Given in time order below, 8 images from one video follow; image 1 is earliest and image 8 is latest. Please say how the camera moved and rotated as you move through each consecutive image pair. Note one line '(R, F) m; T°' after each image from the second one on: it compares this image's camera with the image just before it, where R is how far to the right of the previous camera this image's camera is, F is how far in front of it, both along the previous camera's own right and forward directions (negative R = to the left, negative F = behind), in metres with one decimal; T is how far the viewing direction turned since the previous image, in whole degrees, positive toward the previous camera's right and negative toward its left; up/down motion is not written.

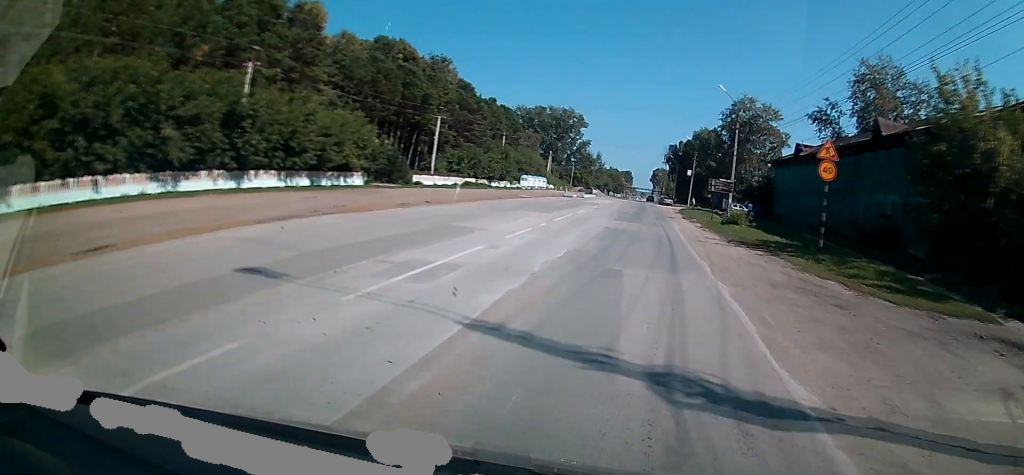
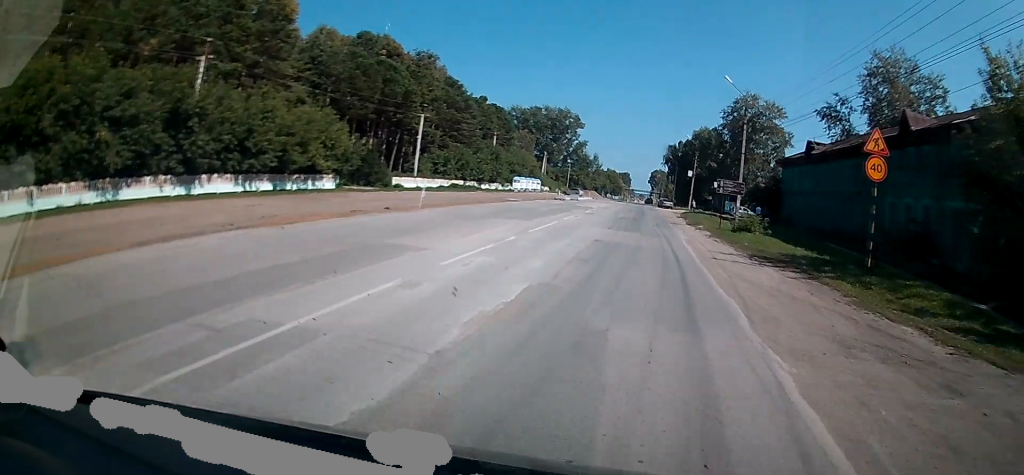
(0.0, +4.7) m; 0°
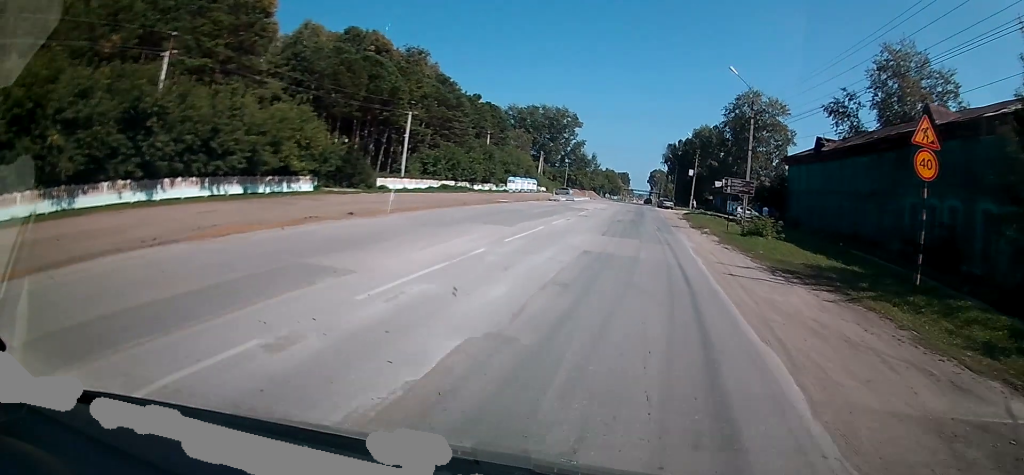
(0.0, +3.2) m; 0°
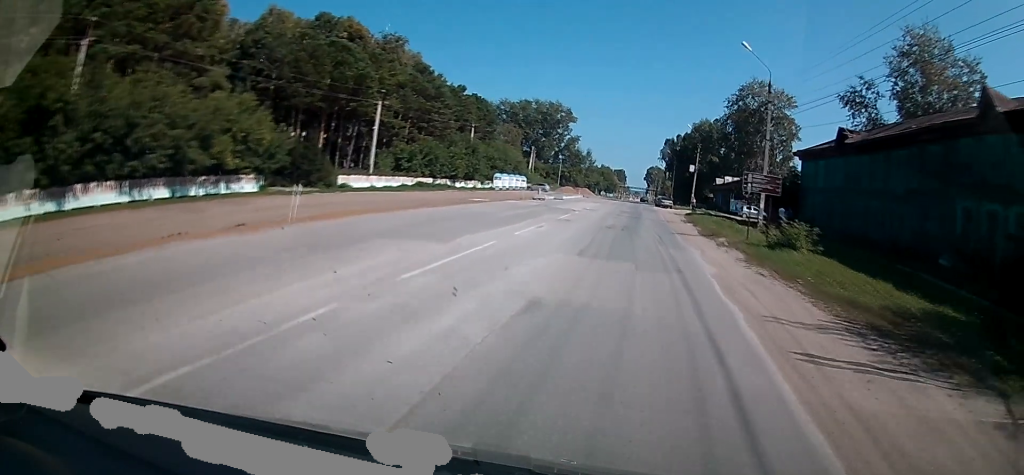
(0.0, +6.6) m; +1°
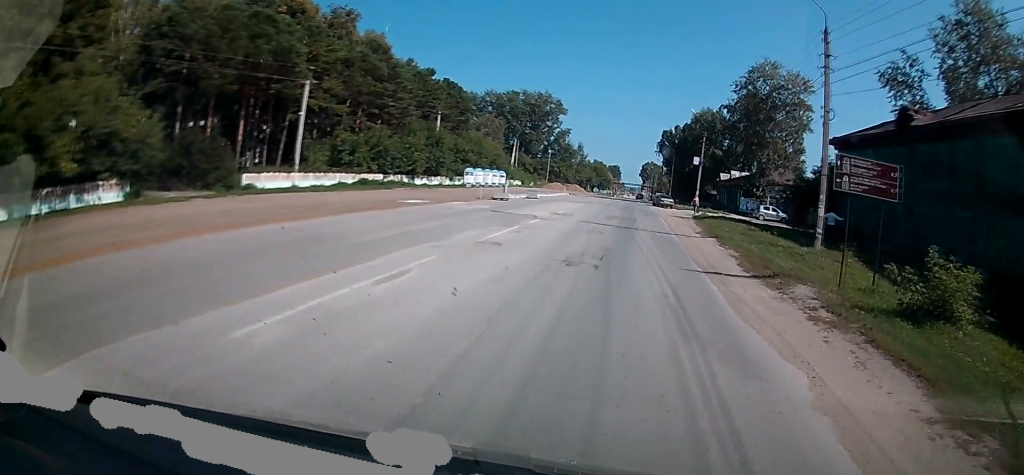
(+0.1, +11.8) m; 0°
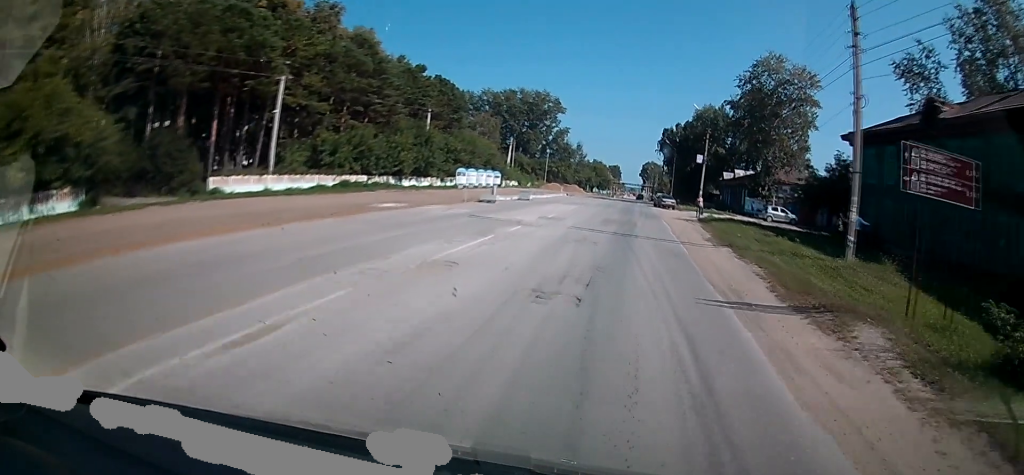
(0.0, +3.3) m; 0°
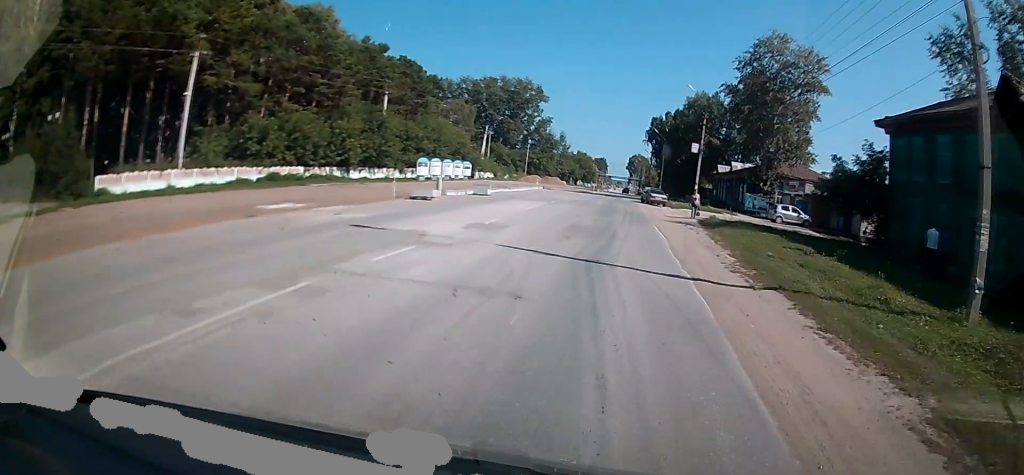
(+0.1, +8.4) m; 0°
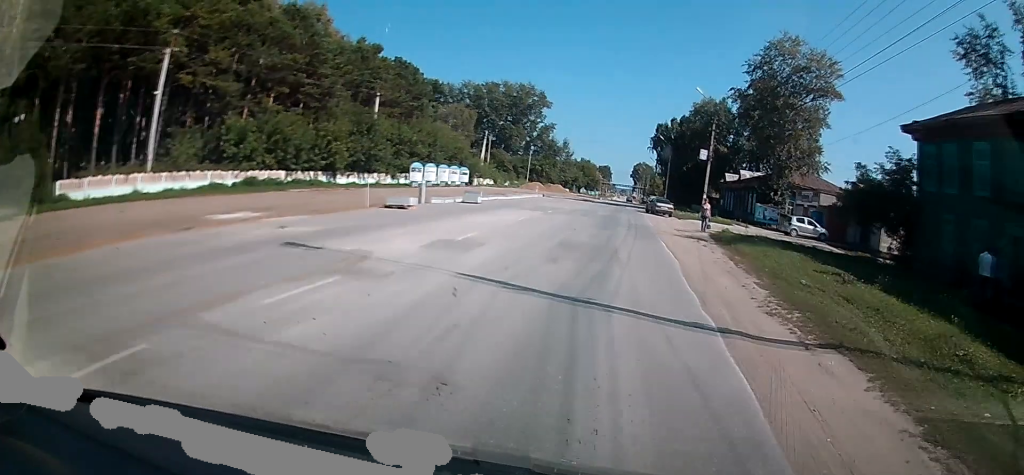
(0.0, +3.2) m; 0°
